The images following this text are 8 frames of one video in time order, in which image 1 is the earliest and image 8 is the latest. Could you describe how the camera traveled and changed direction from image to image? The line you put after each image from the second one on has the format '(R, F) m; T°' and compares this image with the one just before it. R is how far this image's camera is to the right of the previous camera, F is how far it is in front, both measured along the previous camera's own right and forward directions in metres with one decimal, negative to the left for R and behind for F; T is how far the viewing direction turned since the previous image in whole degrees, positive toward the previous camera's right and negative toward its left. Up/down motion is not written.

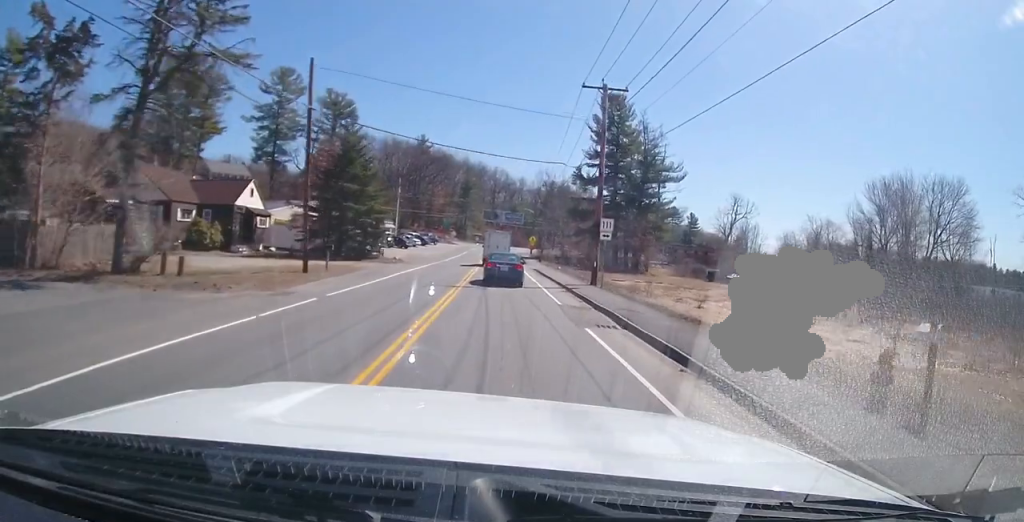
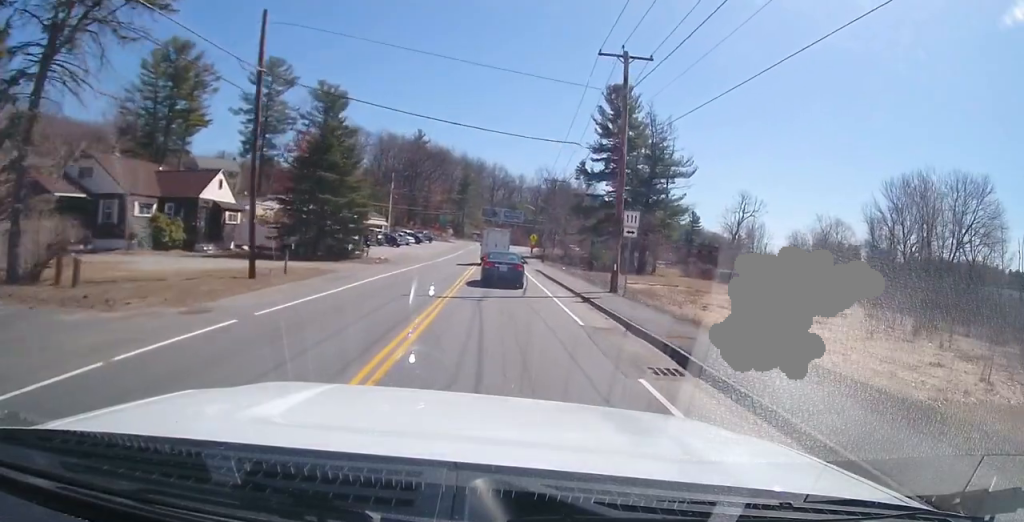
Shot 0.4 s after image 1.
(0.0, +5.0) m; 0°
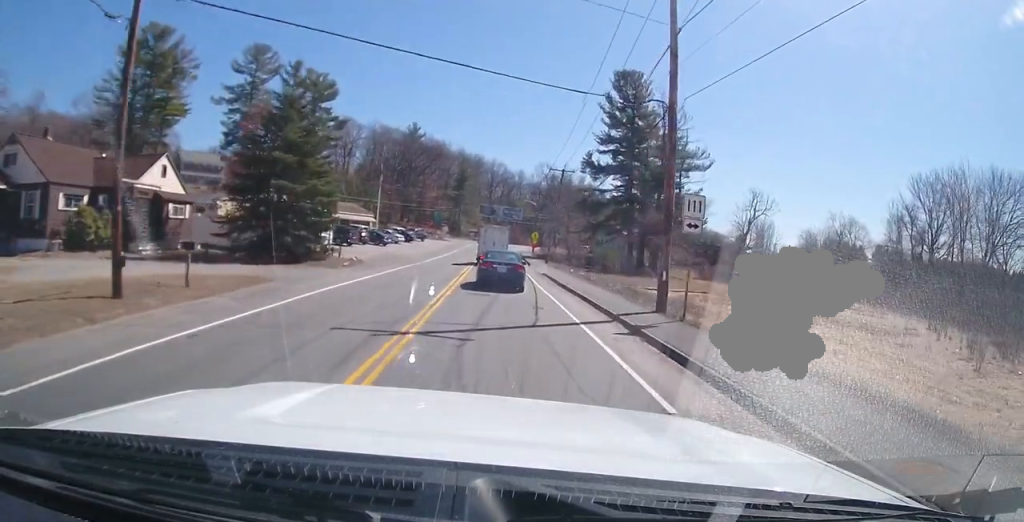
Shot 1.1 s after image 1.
(0.0, +7.1) m; 0°
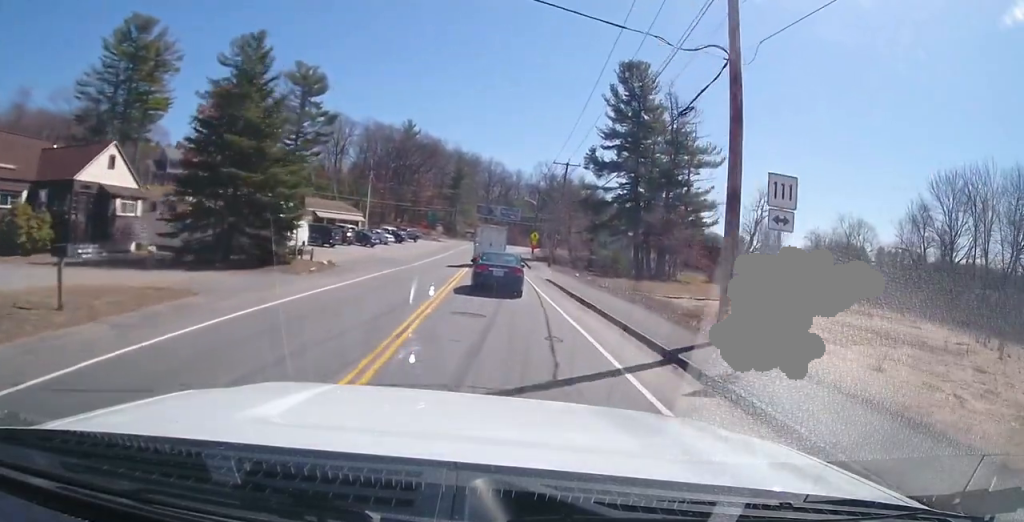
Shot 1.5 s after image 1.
(0.0, +5.0) m; 0°
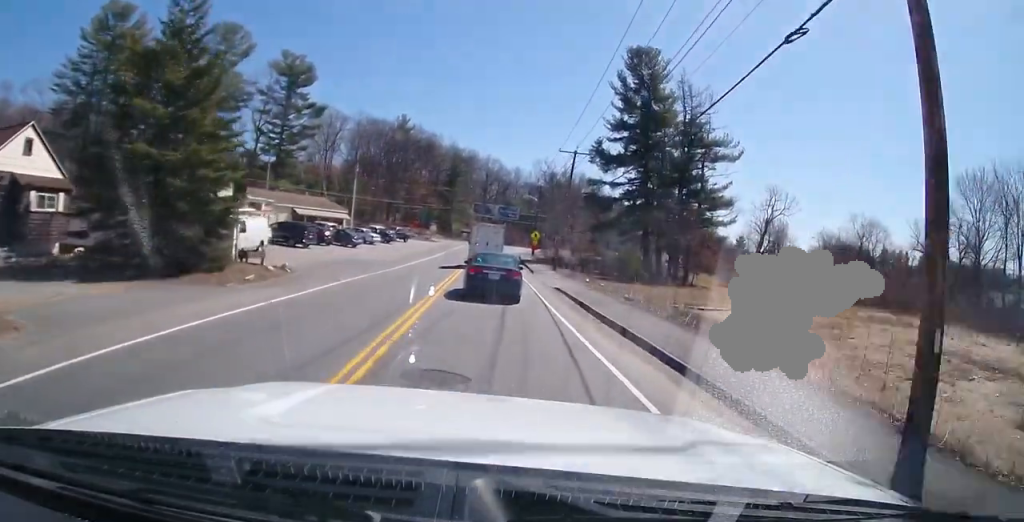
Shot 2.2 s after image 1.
(0.0, +6.6) m; +1°
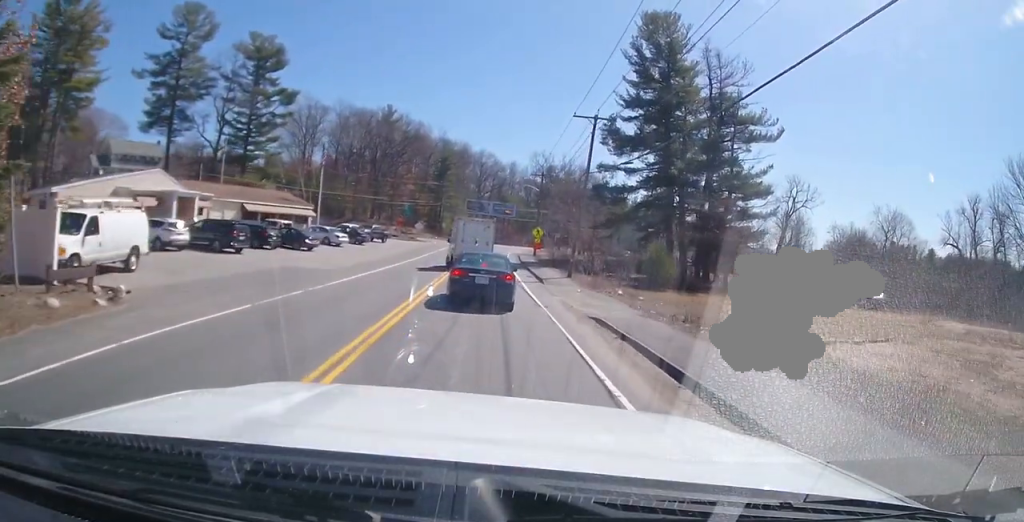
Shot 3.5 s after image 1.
(+0.2, +12.3) m; 0°
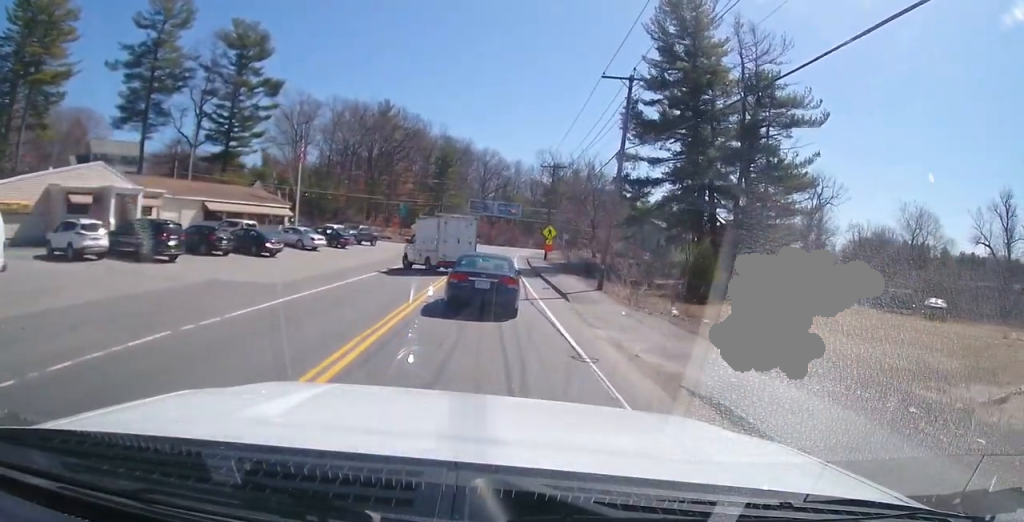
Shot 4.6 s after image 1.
(-0.3, +9.1) m; -2°
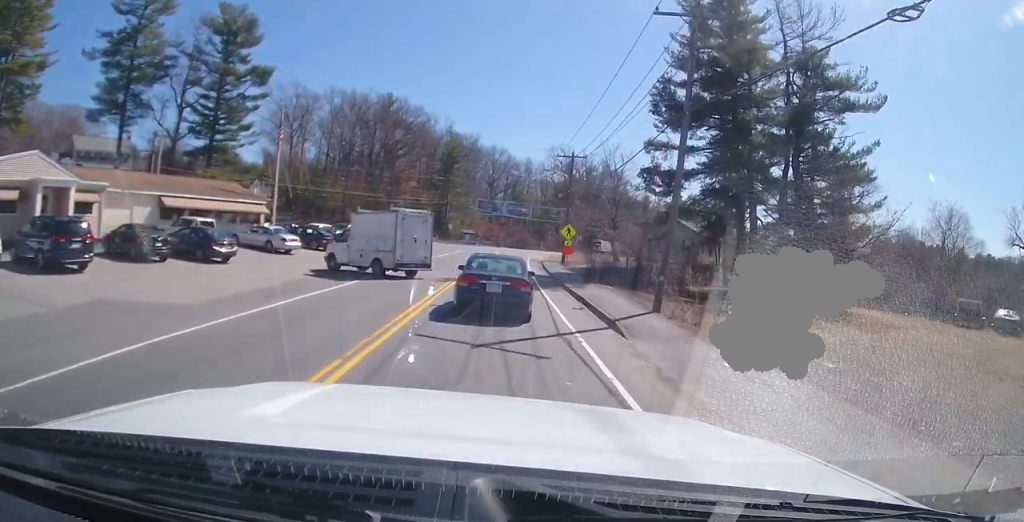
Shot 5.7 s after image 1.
(0.0, +8.0) m; 0°
